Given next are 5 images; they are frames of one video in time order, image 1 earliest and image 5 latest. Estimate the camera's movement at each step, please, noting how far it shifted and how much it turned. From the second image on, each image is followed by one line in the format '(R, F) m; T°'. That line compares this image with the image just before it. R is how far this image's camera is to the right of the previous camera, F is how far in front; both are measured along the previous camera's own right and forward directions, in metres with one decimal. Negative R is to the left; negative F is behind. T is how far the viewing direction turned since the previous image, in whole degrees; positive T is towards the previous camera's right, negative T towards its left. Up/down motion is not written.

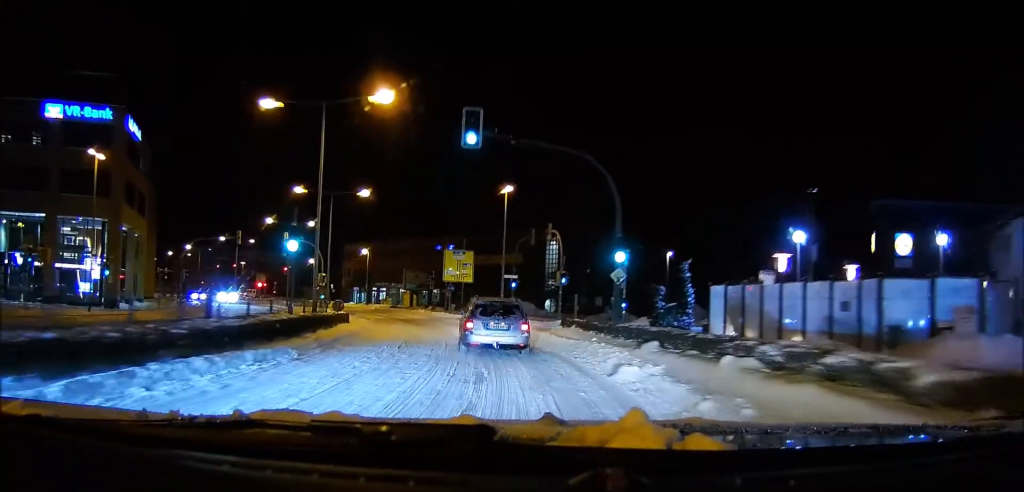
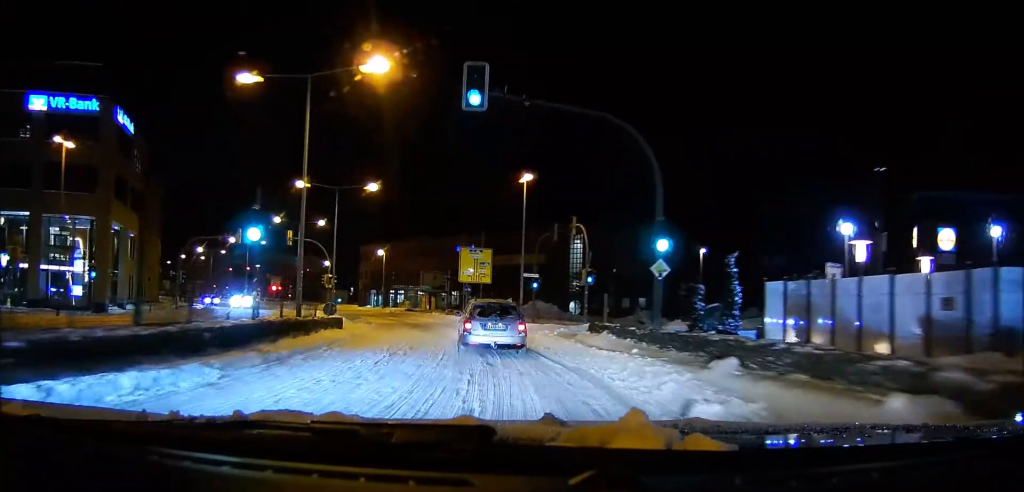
(-0.1, +4.3) m; -3°
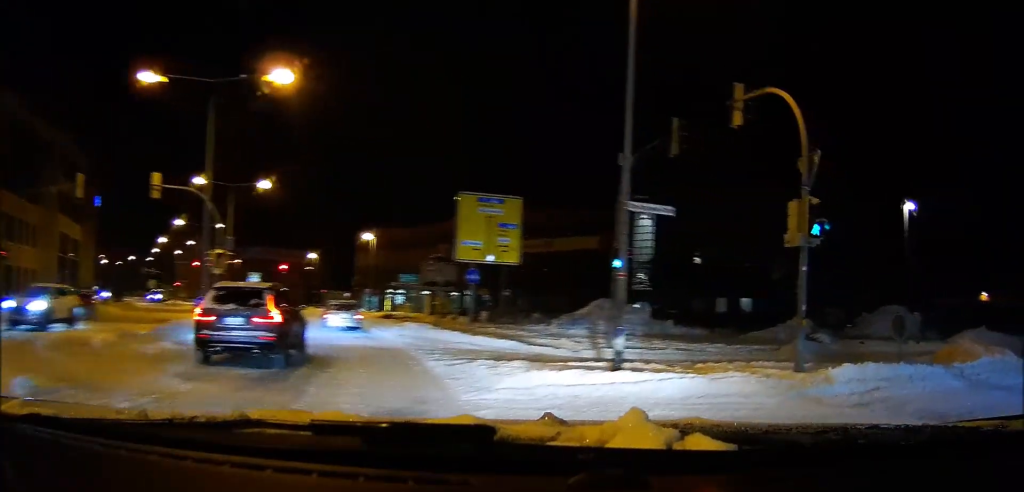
(+1.1, +23.8) m; +33°
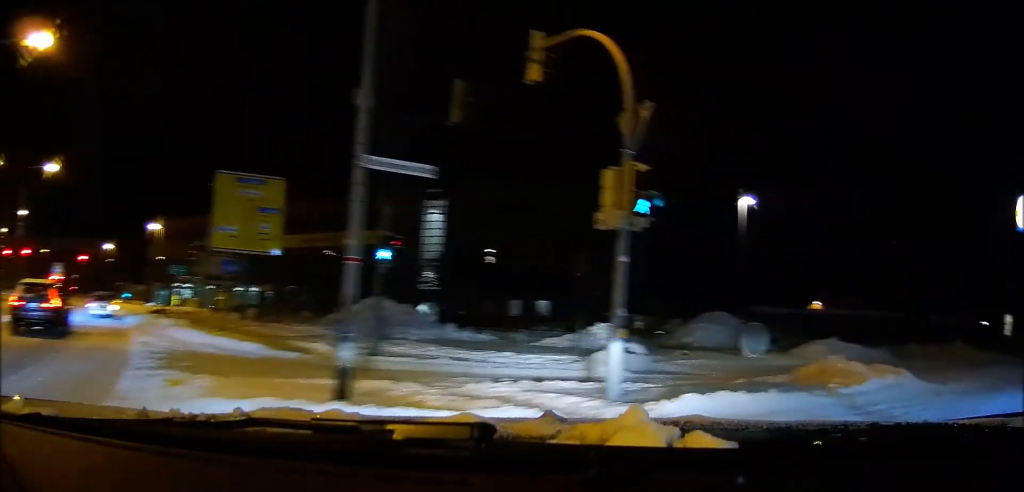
(+0.5, +3.2) m; +15°
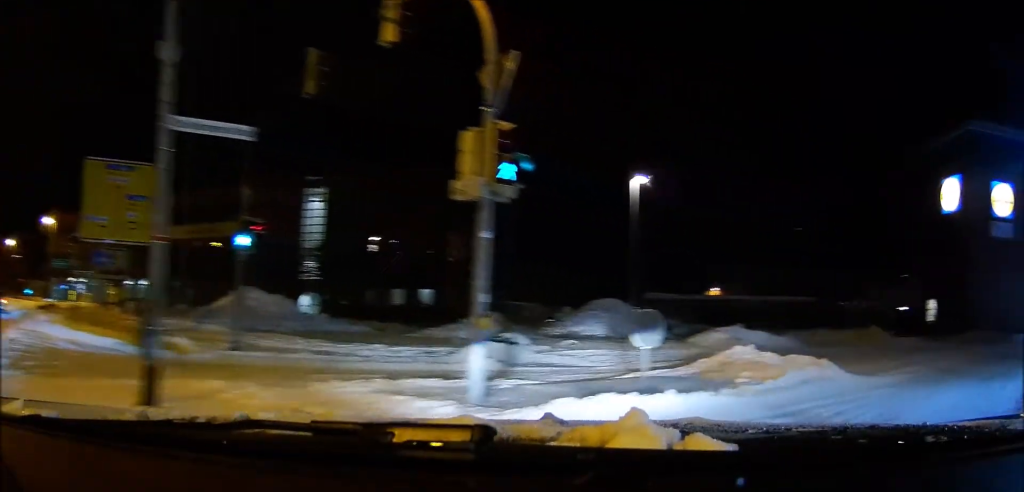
(+0.1, +1.5) m; +4°
